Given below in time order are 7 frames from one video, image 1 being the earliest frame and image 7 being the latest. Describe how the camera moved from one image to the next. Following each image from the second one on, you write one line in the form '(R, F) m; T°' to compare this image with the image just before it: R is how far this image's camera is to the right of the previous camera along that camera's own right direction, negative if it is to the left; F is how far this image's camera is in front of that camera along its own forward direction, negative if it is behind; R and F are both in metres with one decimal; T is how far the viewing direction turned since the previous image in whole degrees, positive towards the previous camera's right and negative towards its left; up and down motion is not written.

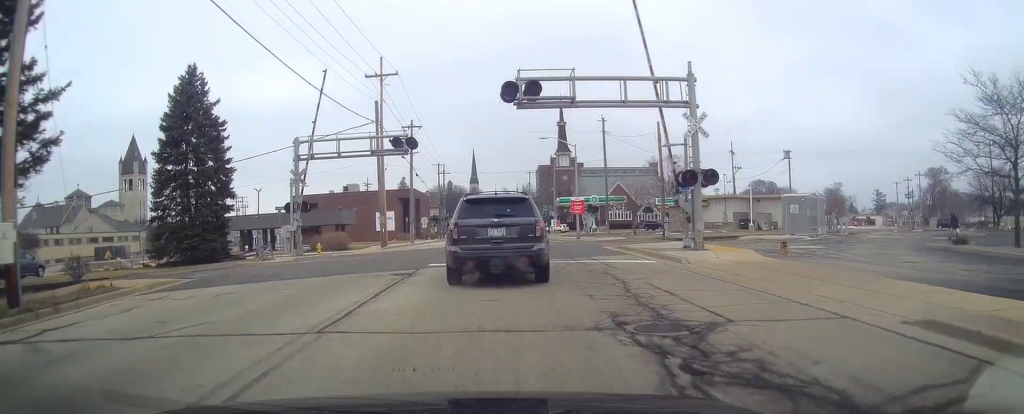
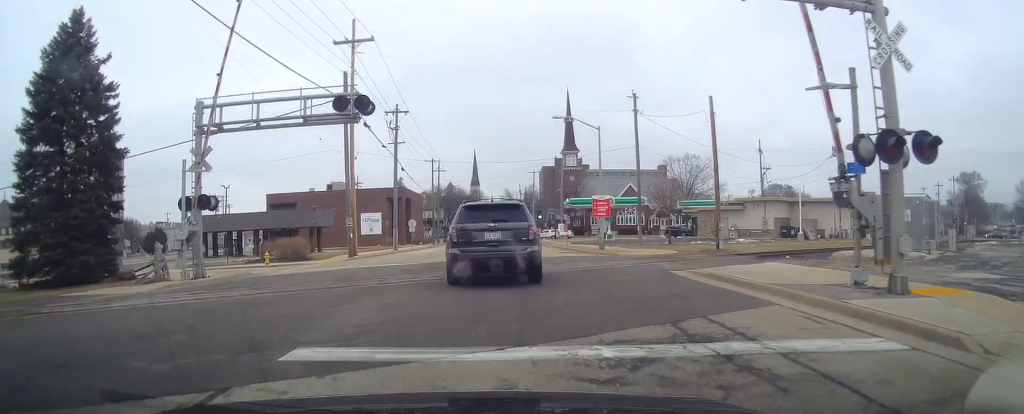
(0.0, +12.2) m; 0°
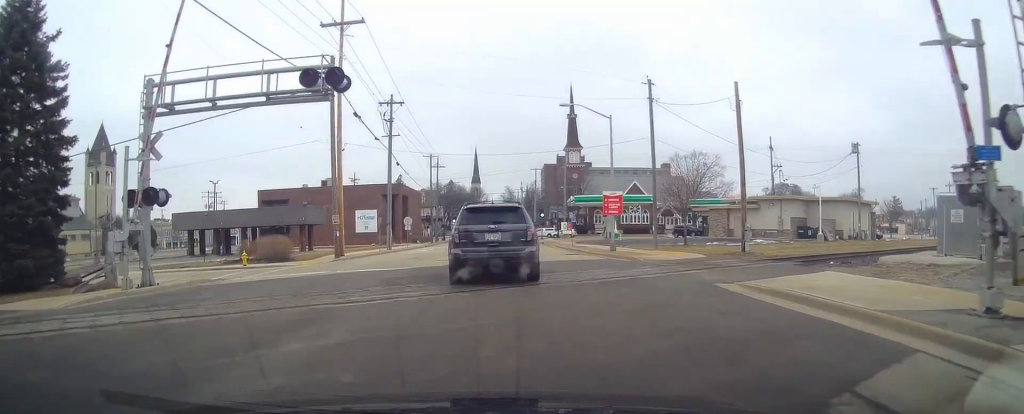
(0.0, +4.0) m; 0°
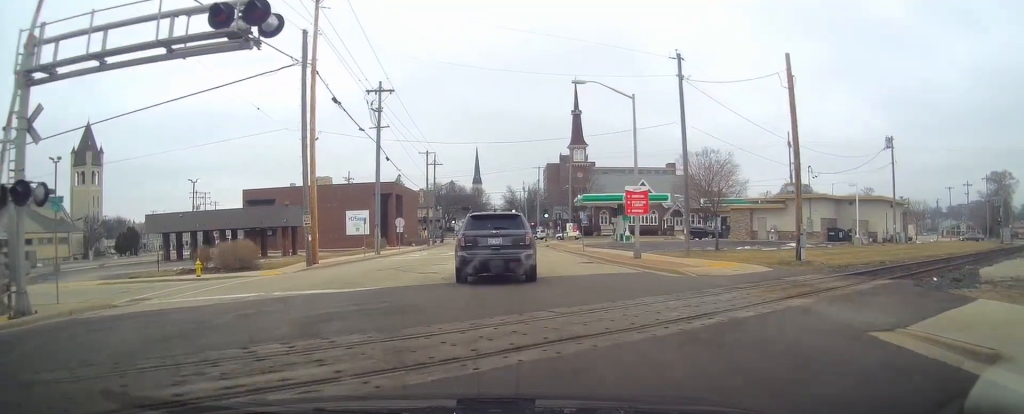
(0.0, +6.4) m; 0°
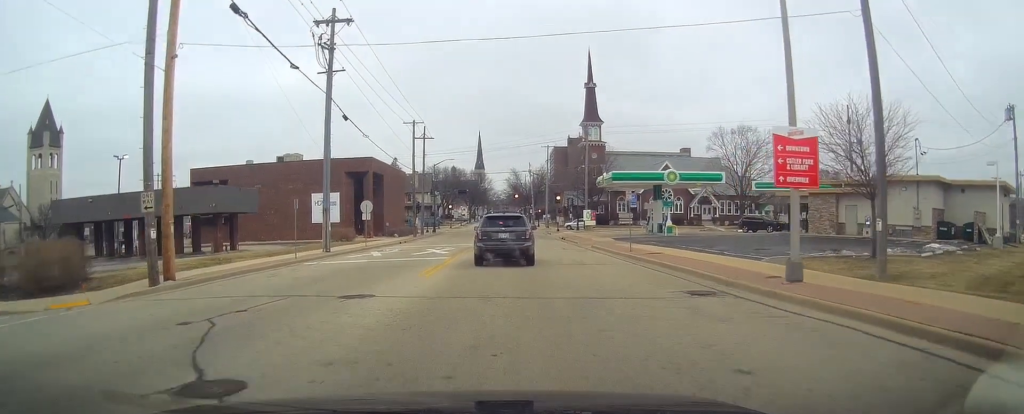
(0.0, +16.5) m; 0°
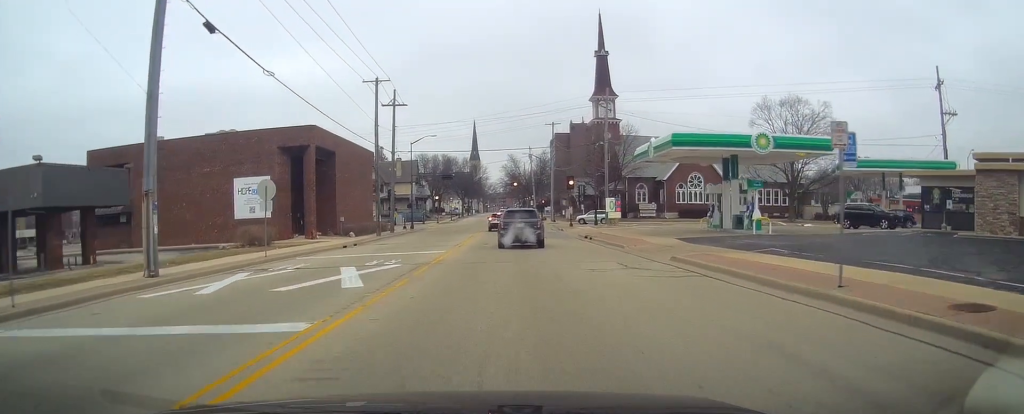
(0.0, +18.1) m; 0°
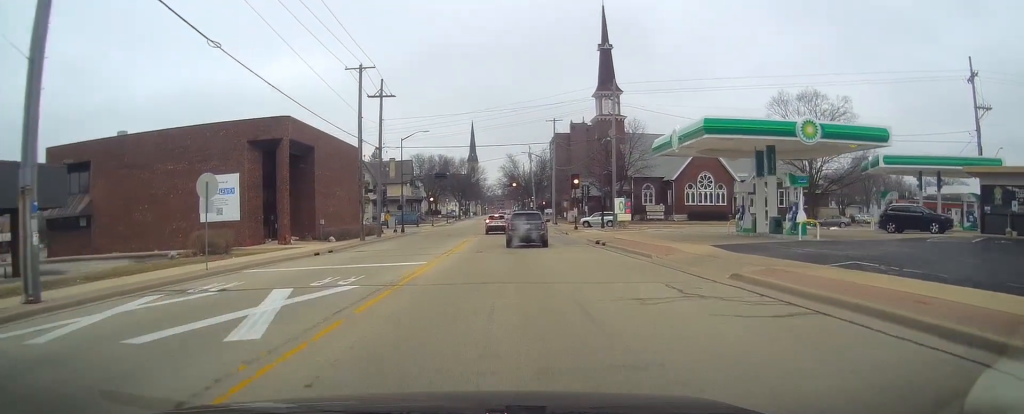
(0.0, +5.2) m; 0°
